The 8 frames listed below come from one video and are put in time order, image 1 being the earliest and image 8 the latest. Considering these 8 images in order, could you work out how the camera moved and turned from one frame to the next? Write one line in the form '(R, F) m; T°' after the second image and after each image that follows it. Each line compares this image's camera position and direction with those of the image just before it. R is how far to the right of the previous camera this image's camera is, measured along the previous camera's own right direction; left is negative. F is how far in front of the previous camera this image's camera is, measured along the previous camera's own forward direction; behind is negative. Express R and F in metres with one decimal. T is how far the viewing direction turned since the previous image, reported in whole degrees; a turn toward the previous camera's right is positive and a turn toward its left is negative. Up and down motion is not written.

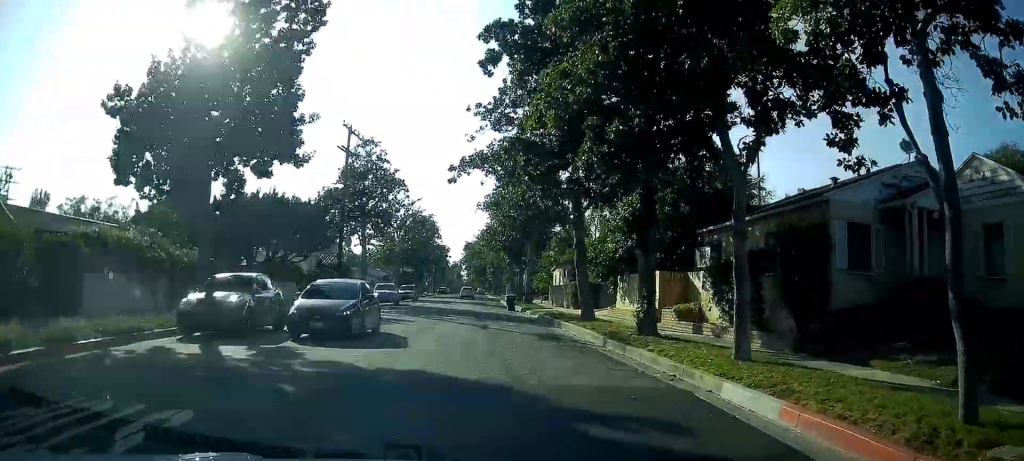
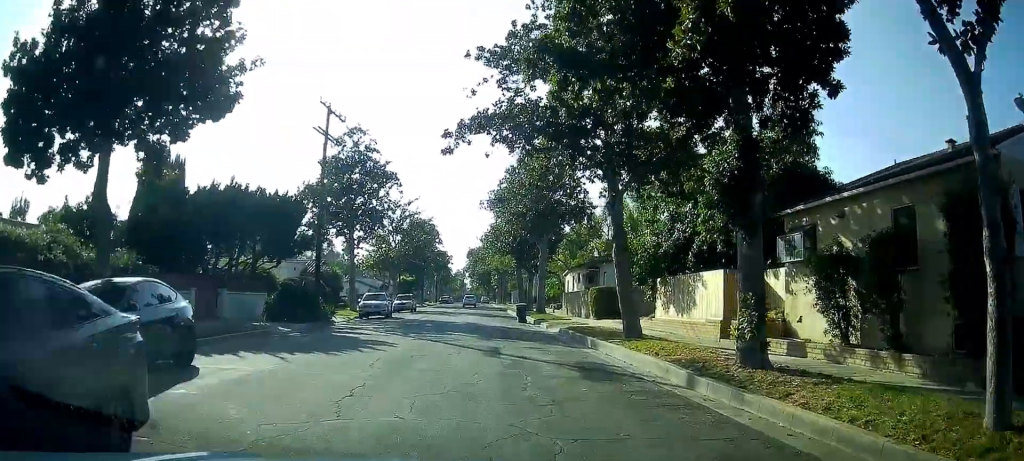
(+0.3, +7.3) m; 0°
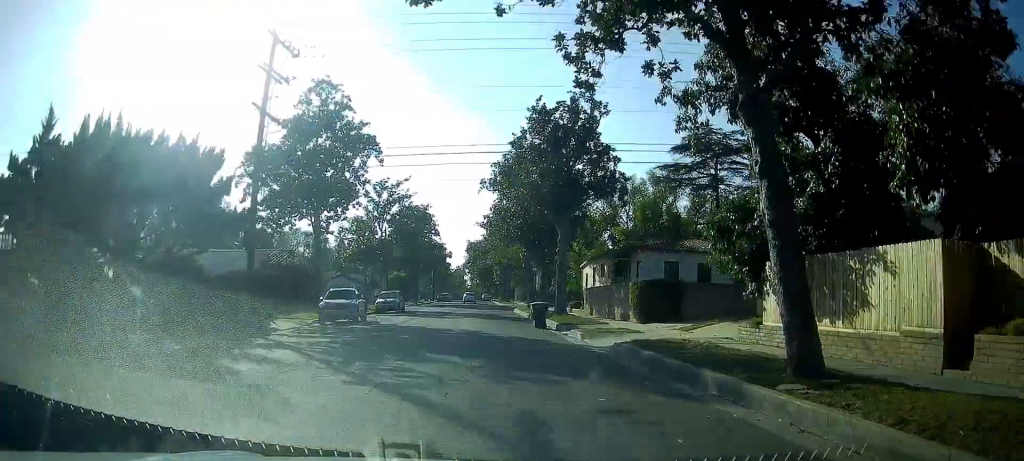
(-0.4, +10.1) m; -3°
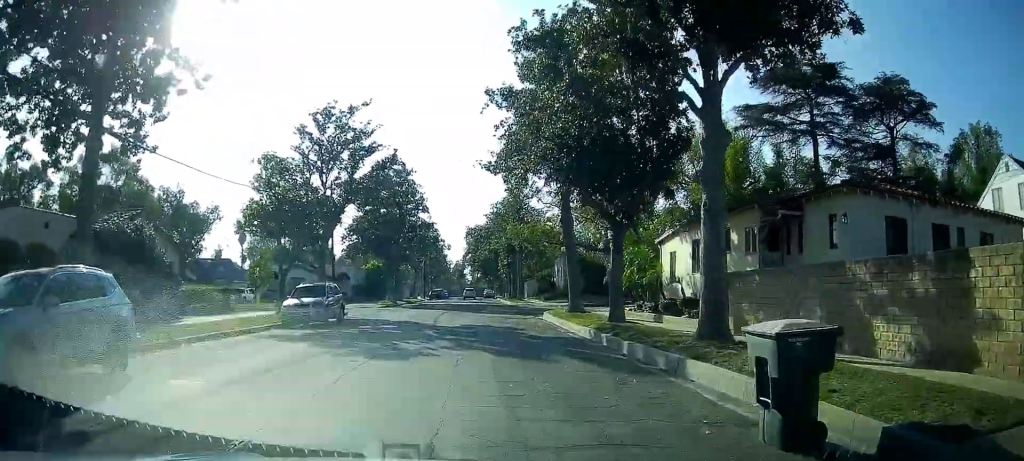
(+0.5, +23.1) m; +1°
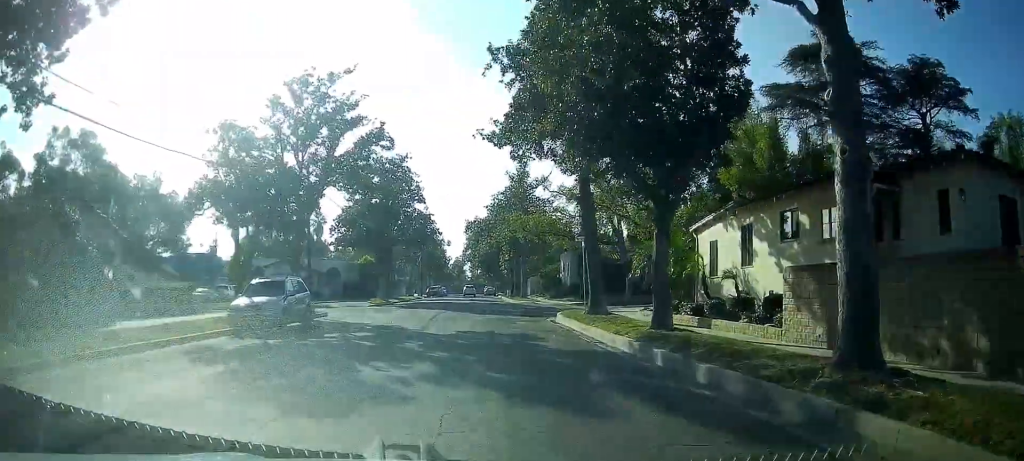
(-0.1, +5.4) m; 0°
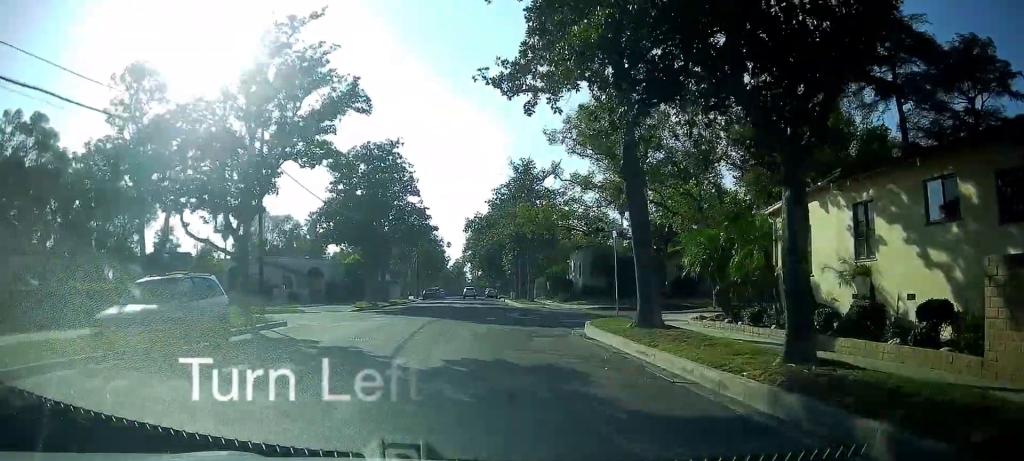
(+0.1, +7.7) m; +1°
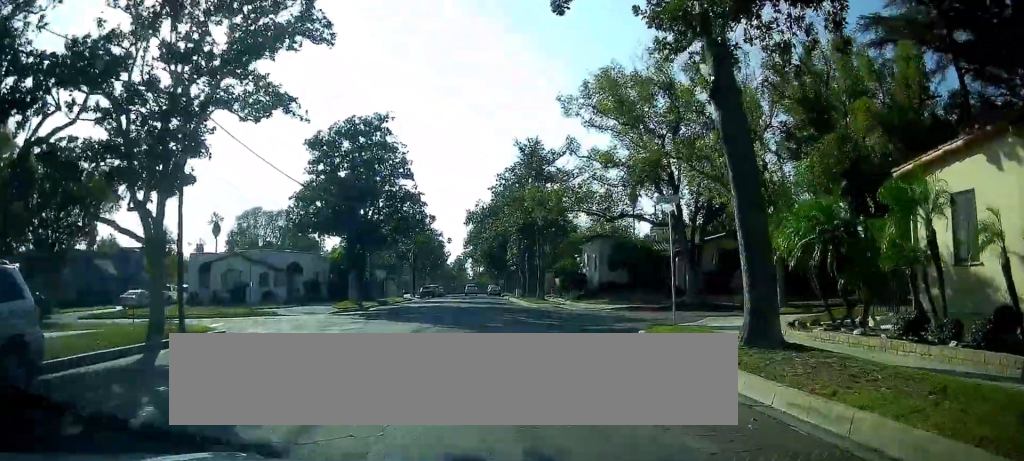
(+0.1, +7.4) m; 0°
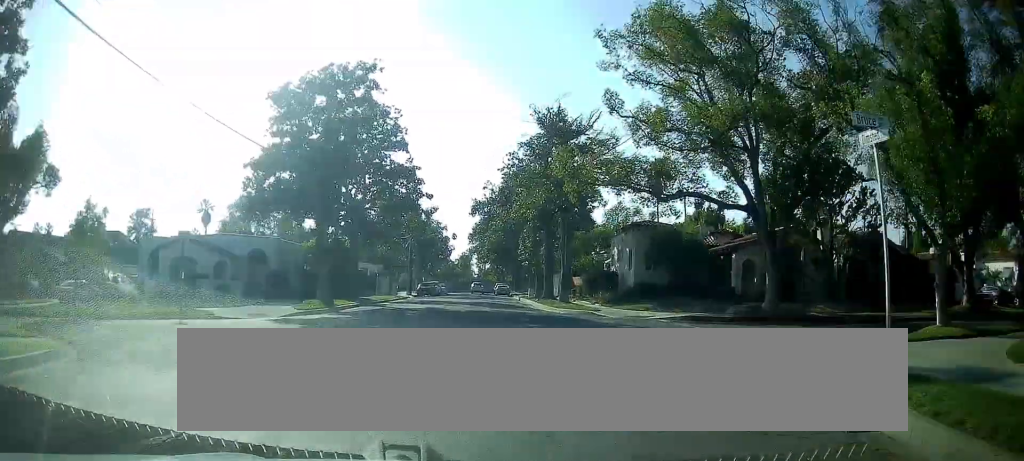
(-0.1, +10.5) m; -2°
